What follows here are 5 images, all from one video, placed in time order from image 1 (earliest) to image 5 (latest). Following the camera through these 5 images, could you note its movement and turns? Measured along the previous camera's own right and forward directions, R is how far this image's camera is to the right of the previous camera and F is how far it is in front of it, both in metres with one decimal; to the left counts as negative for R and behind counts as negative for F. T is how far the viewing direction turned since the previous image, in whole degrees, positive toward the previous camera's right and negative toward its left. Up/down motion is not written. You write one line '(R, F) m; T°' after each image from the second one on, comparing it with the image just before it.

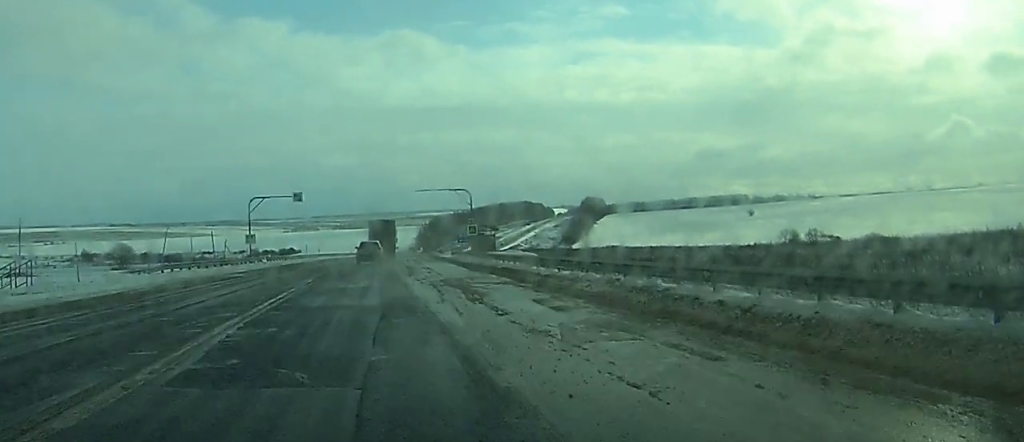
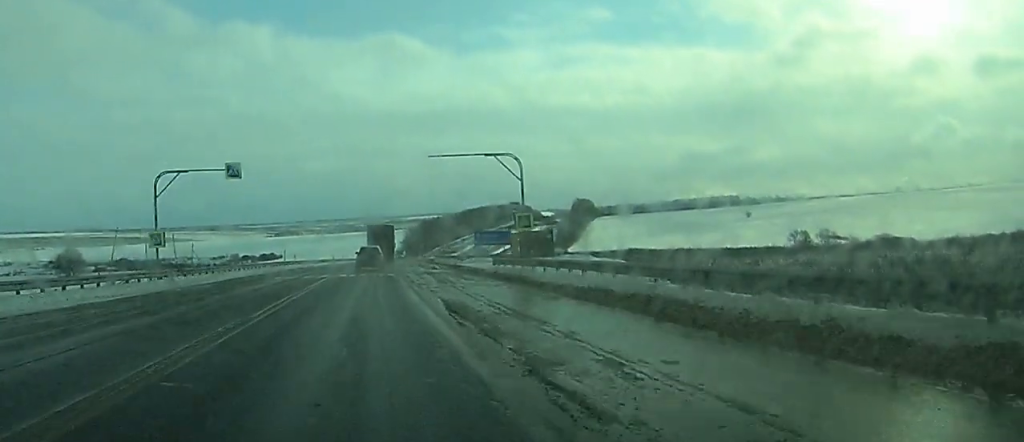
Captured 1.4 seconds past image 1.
(-2.6, +33.3) m; +2°
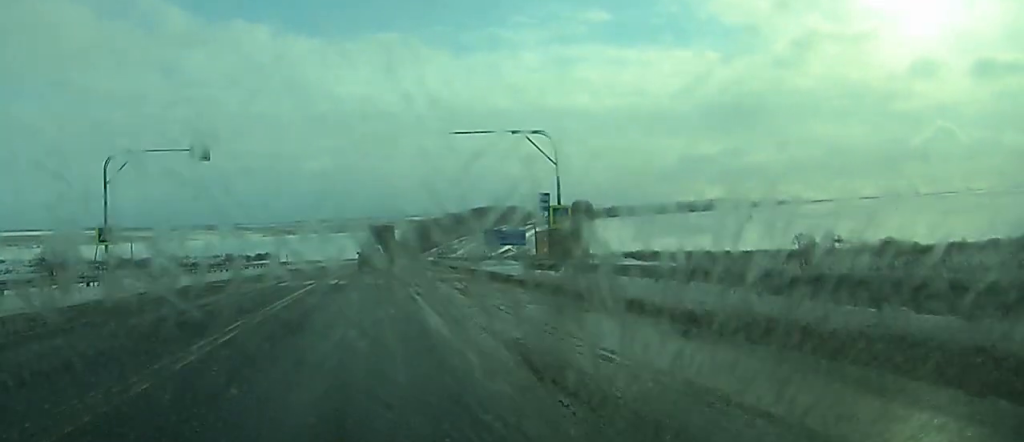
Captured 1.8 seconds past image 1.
(+0.3, +9.7) m; +2°
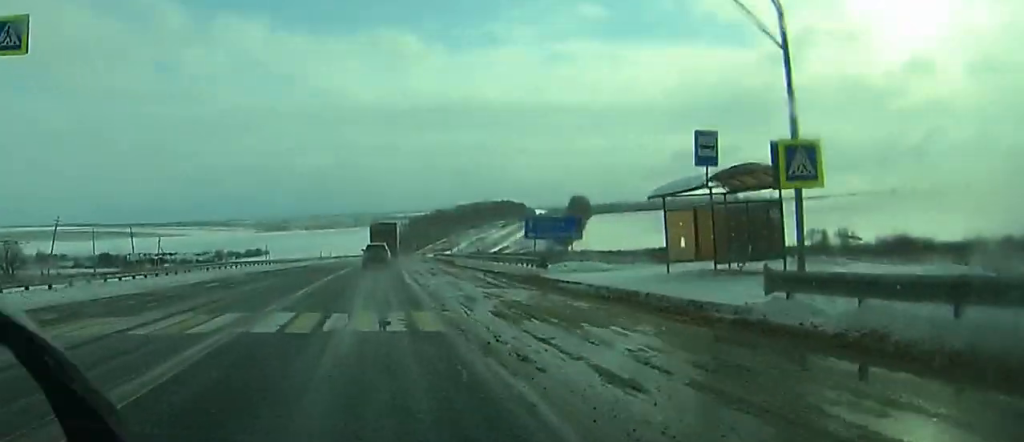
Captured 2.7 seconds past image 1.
(+0.3, +22.3) m; +1°
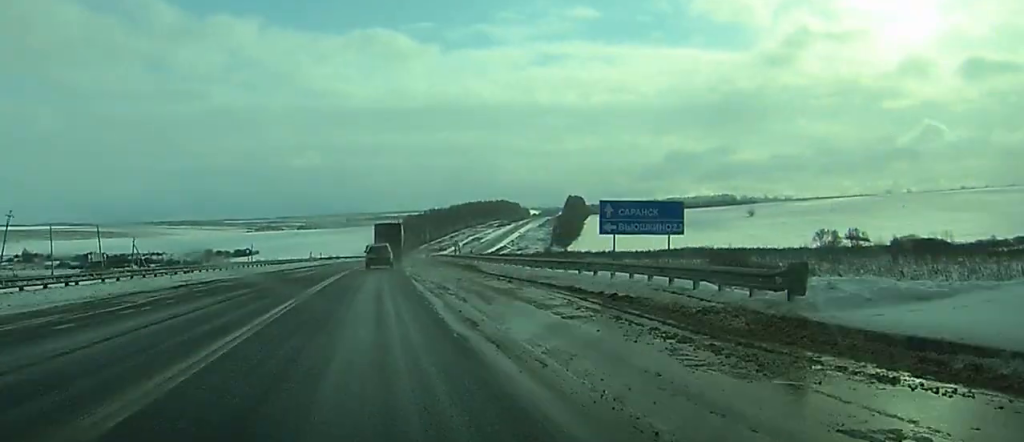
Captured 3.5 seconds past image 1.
(0.0, +18.4) m; 0°
